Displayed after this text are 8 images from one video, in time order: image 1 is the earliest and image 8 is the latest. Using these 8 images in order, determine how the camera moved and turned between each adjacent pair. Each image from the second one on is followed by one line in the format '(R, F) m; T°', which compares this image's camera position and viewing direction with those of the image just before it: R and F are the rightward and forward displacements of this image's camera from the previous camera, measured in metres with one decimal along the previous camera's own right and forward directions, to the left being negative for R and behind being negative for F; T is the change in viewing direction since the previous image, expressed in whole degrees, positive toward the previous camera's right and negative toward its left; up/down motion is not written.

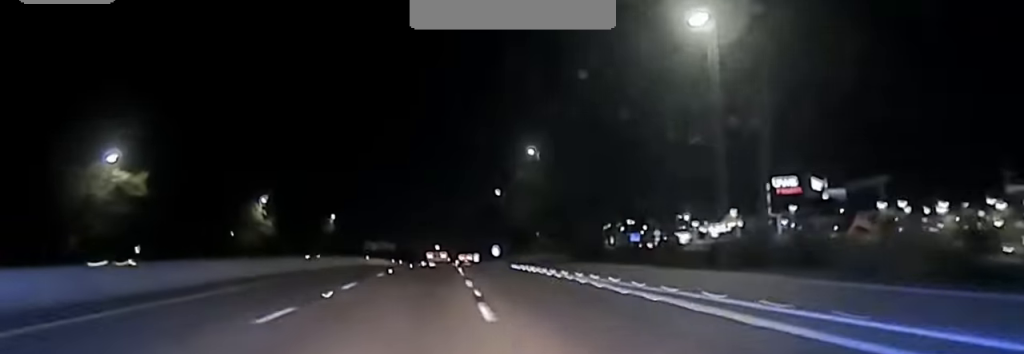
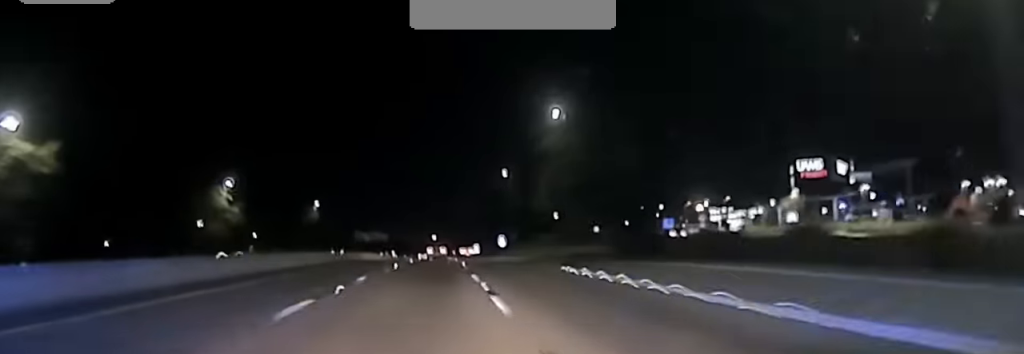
(-0.4, +22.9) m; 0°
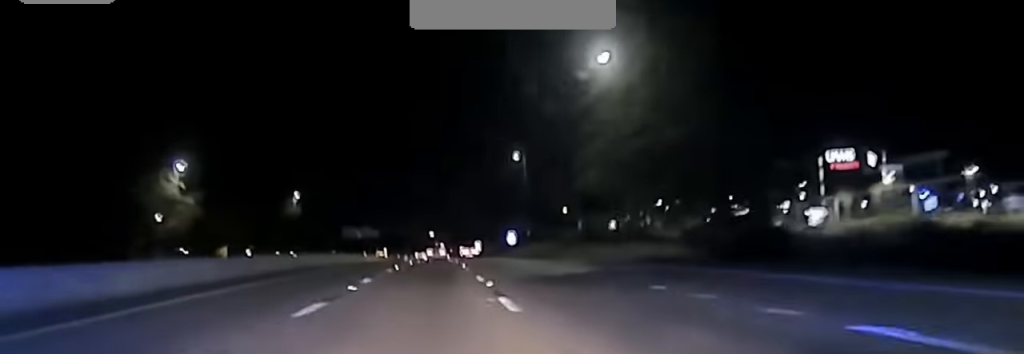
(-0.1, +23.4) m; 0°
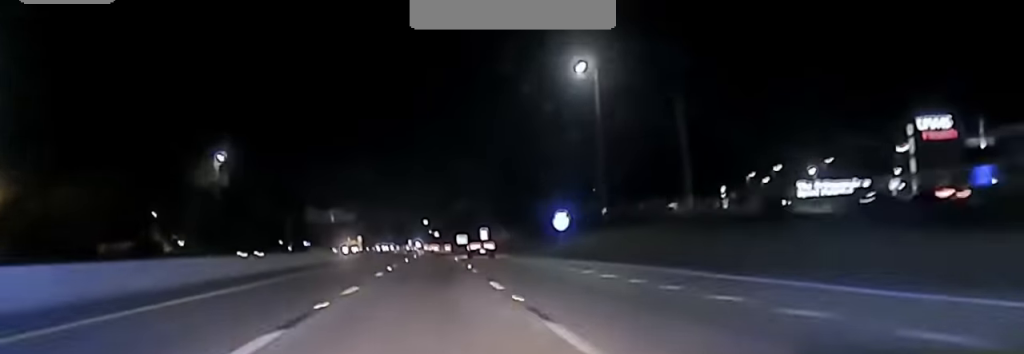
(+0.8, +58.7) m; 0°
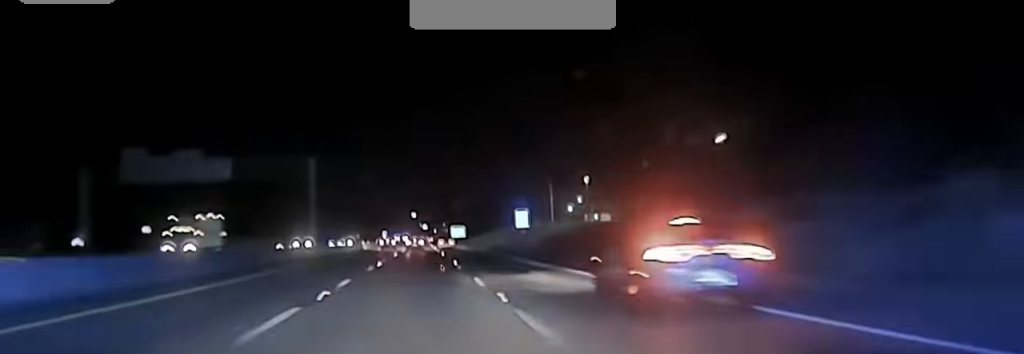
(-0.6, +110.1) m; 0°
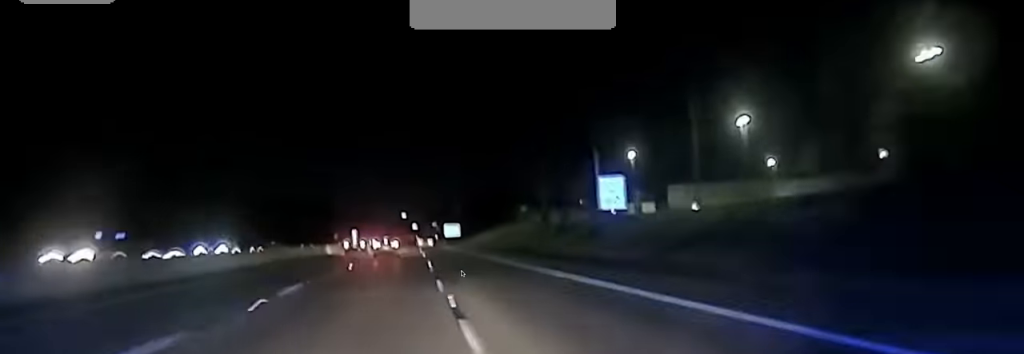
(+0.4, +60.5) m; 0°
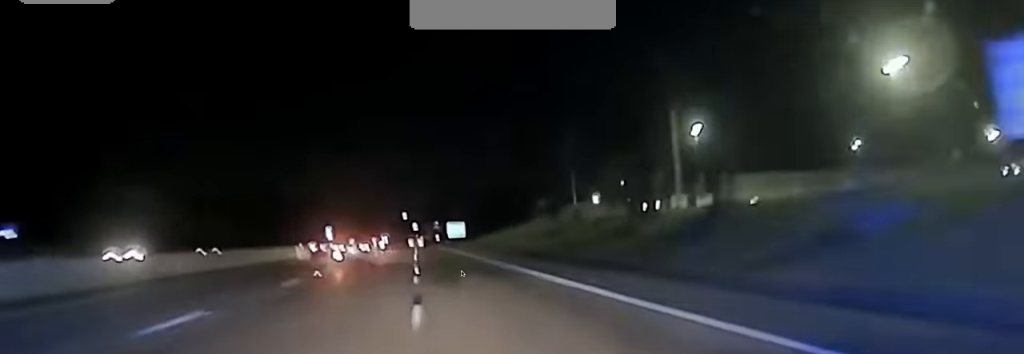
(0.0, +35.2) m; 0°
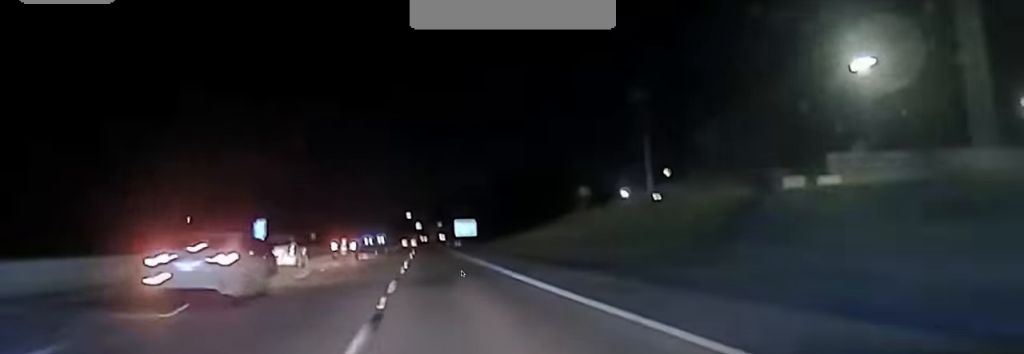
(-0.1, +35.8) m; -1°
